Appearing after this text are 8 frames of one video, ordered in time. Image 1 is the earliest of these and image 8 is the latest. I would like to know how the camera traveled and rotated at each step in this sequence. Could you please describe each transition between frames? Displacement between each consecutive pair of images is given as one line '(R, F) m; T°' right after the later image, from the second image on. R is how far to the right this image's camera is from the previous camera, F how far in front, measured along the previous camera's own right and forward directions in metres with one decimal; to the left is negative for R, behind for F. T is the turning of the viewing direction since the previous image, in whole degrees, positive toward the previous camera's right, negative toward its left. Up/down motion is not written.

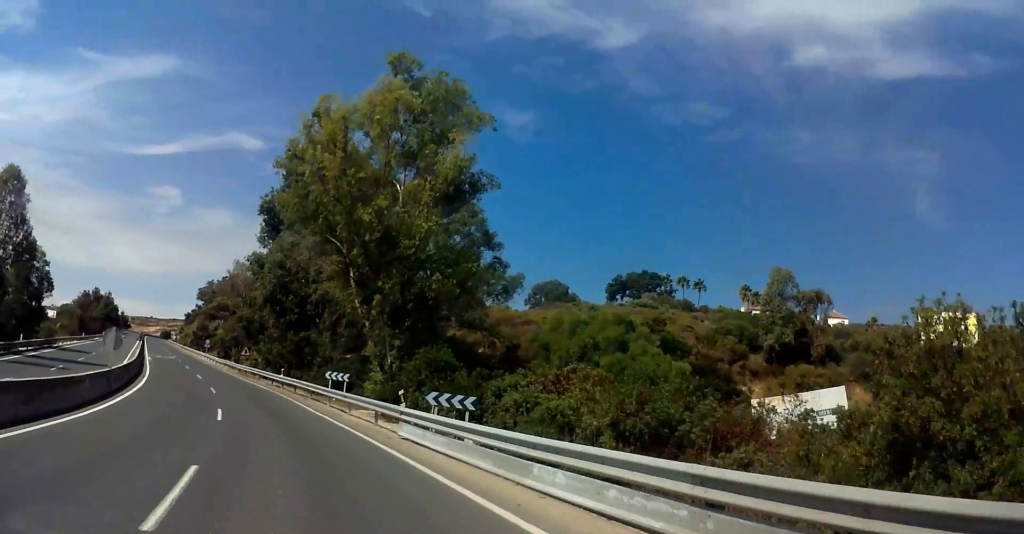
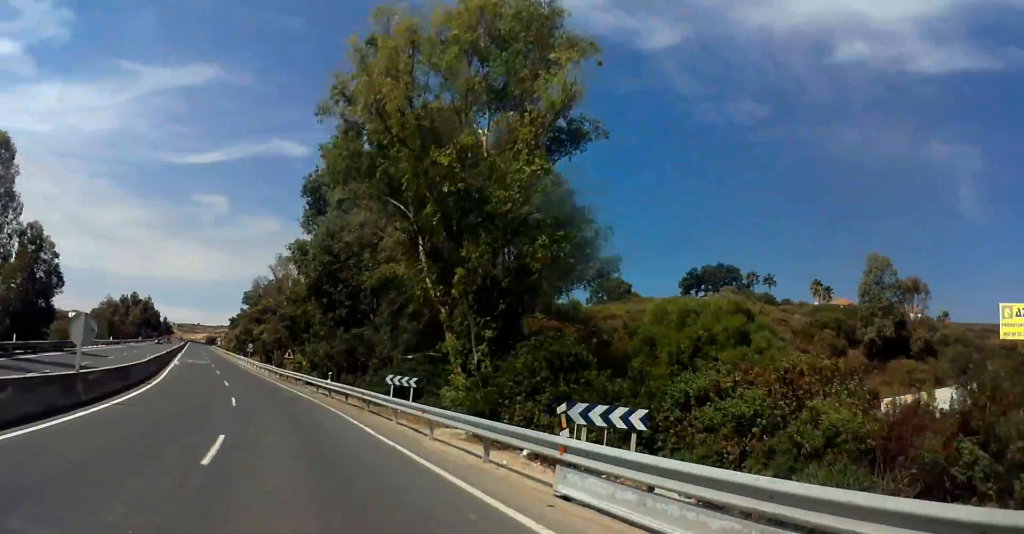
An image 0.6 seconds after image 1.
(-0.5, +9.0) m; -4°
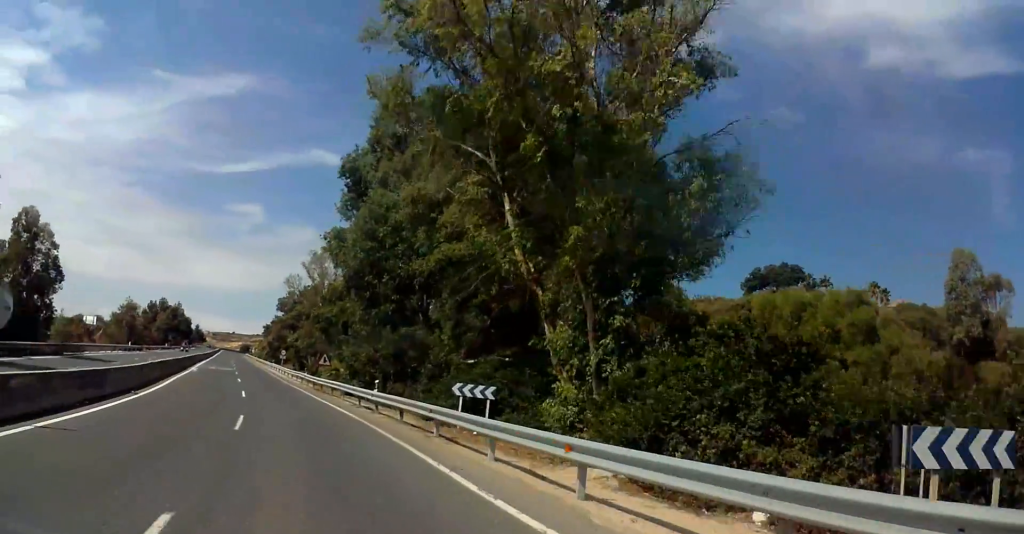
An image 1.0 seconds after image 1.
(0.0, +7.0) m; -3°
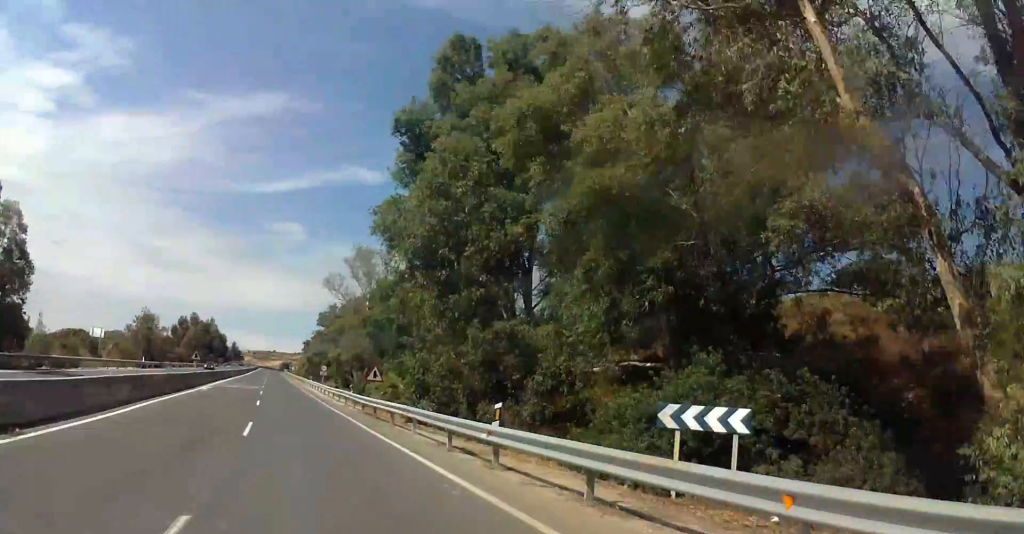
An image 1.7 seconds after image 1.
(-0.2, +11.5) m; -4°
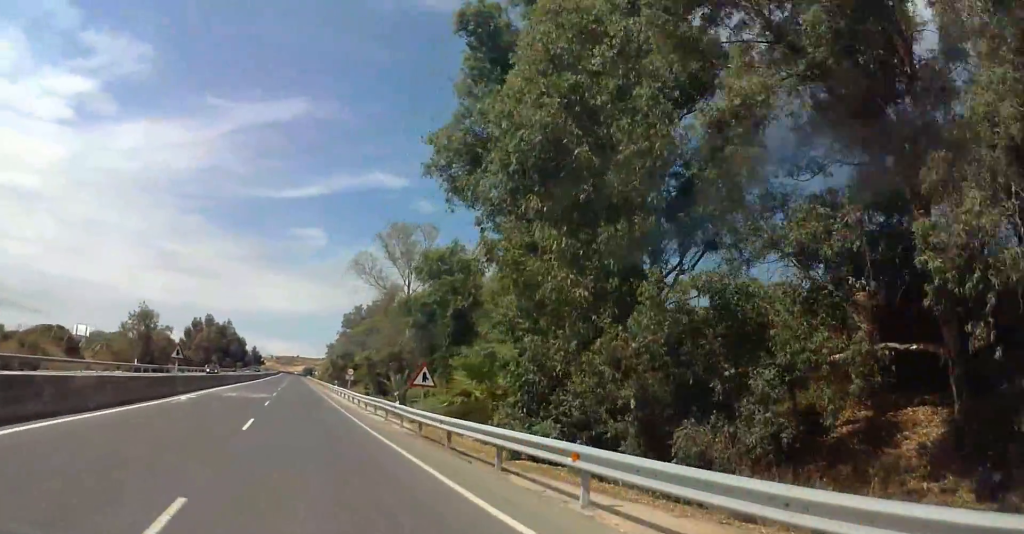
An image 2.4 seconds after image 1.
(-0.9, +11.6) m; -4°
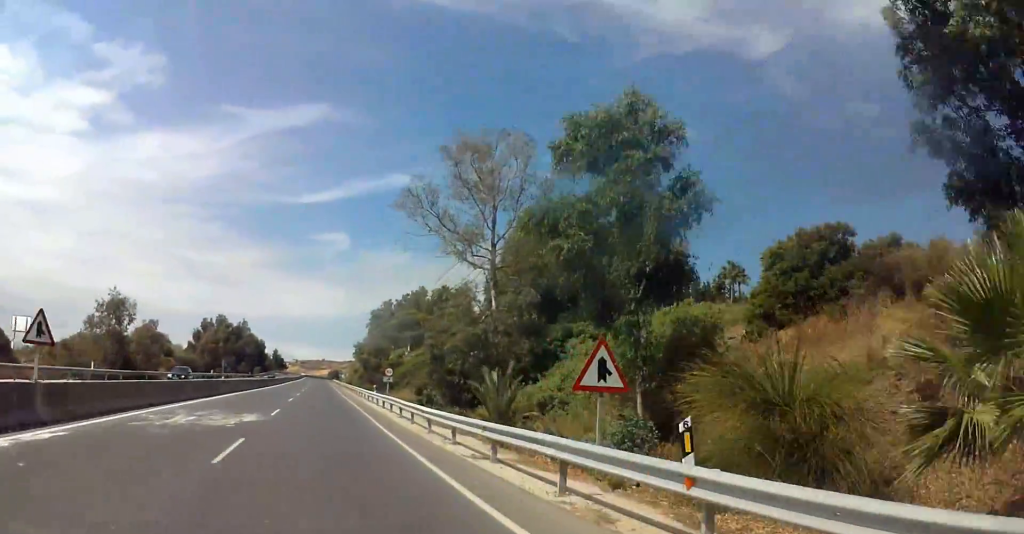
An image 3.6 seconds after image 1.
(-0.2, +18.6) m; -2°
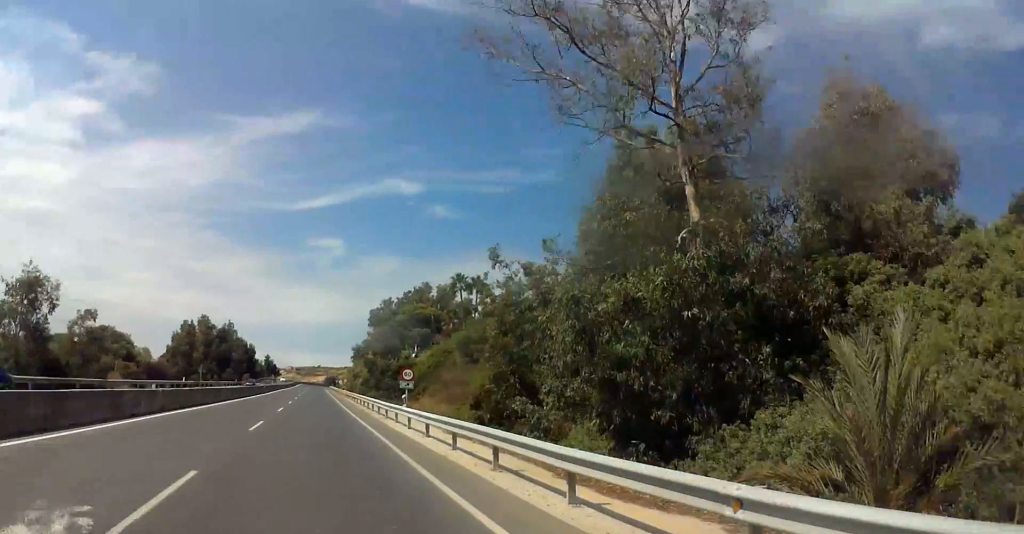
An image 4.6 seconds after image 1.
(-0.2, +16.7) m; +1°
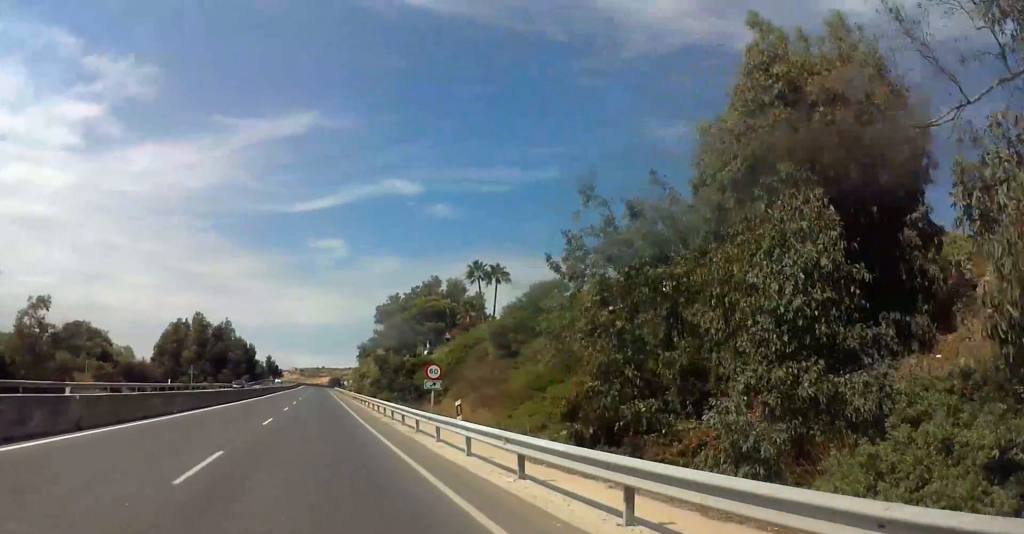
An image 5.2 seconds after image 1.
(+0.3, +9.6) m; 0°
